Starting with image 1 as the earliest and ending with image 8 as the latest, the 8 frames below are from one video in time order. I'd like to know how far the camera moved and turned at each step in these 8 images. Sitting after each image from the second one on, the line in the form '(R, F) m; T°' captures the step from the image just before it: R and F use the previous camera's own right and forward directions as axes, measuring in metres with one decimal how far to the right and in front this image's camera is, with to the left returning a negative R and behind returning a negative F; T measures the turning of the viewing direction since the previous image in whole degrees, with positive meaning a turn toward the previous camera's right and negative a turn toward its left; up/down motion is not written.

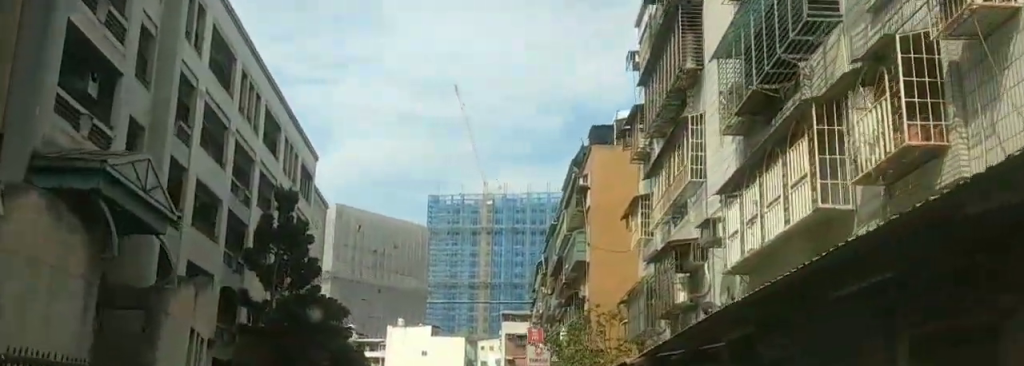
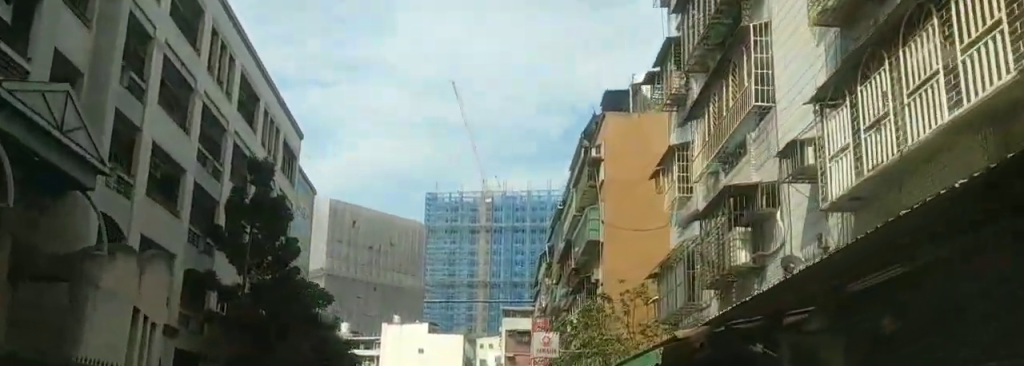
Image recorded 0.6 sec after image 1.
(+0.1, +4.4) m; +1°
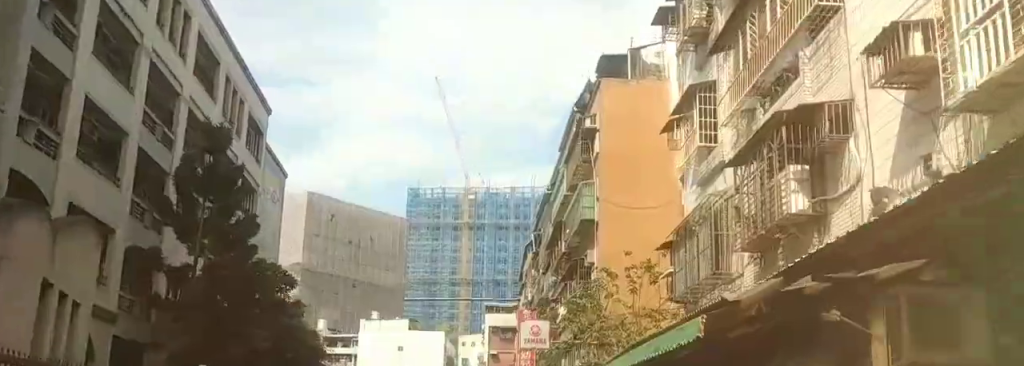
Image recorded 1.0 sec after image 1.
(+0.1, +3.1) m; -2°
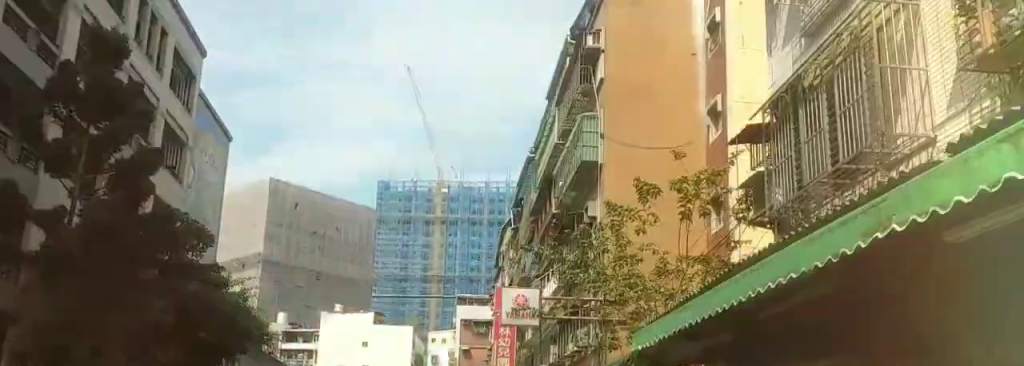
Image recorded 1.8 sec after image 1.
(-0.3, +7.0) m; -5°
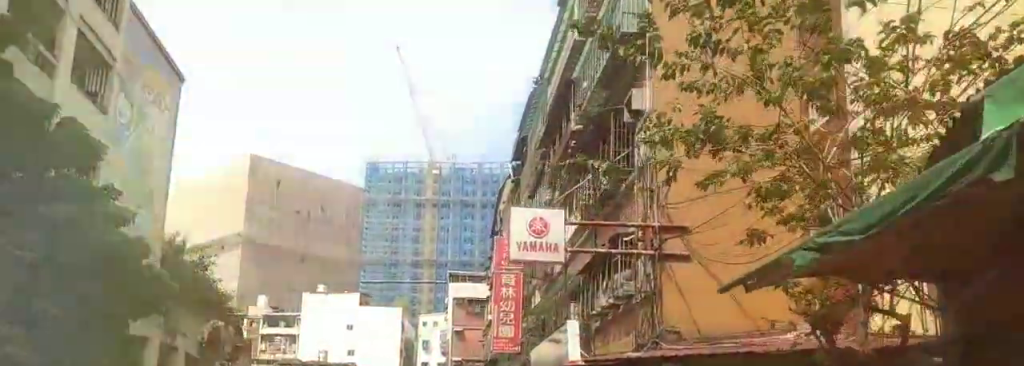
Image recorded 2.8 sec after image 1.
(-0.5, +8.4) m; -3°
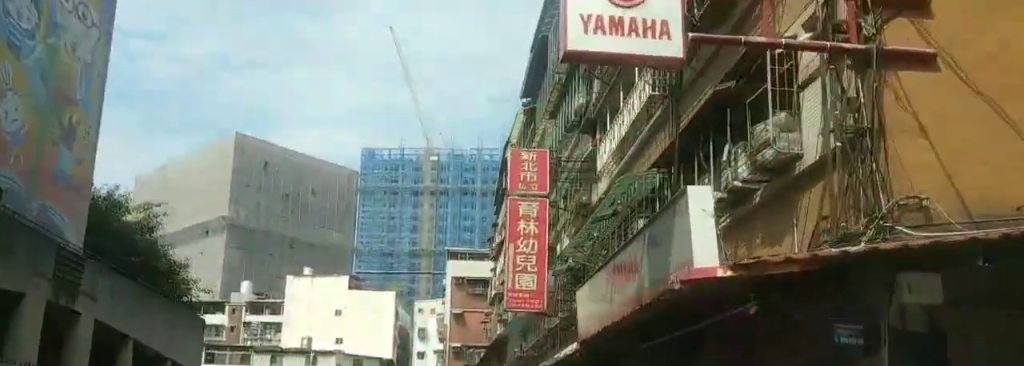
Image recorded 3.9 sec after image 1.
(+0.1, +9.4) m; +1°
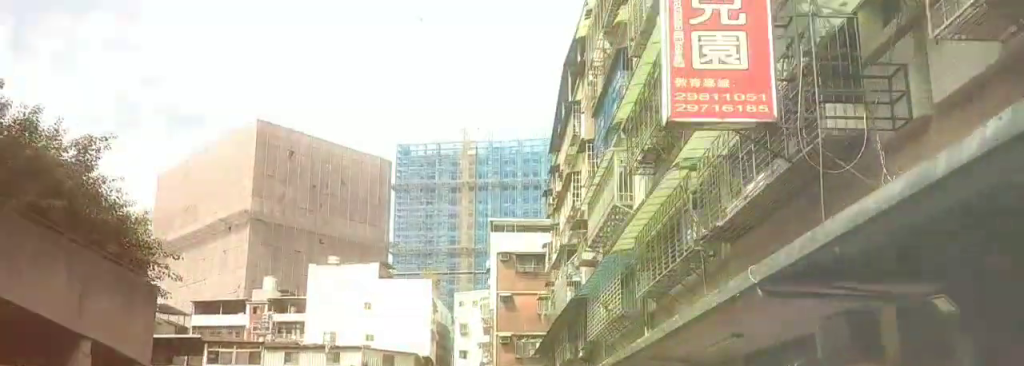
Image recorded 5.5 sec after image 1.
(-0.2, +13.7) m; -5°
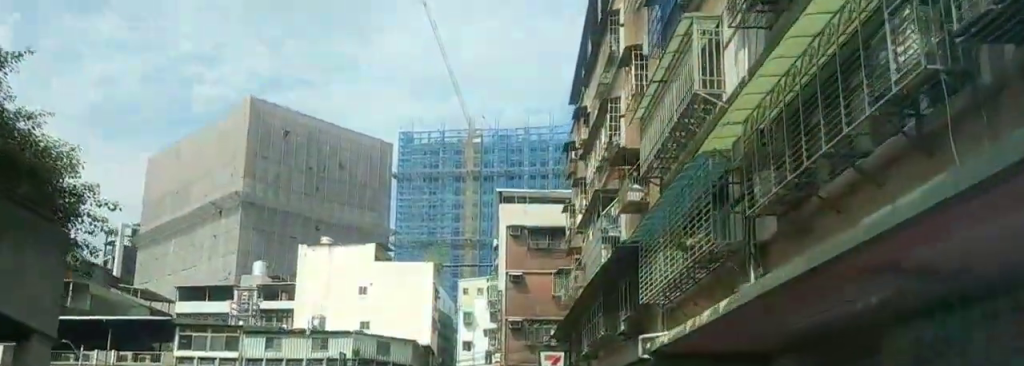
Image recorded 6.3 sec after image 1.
(-0.2, +6.8) m; -2°
